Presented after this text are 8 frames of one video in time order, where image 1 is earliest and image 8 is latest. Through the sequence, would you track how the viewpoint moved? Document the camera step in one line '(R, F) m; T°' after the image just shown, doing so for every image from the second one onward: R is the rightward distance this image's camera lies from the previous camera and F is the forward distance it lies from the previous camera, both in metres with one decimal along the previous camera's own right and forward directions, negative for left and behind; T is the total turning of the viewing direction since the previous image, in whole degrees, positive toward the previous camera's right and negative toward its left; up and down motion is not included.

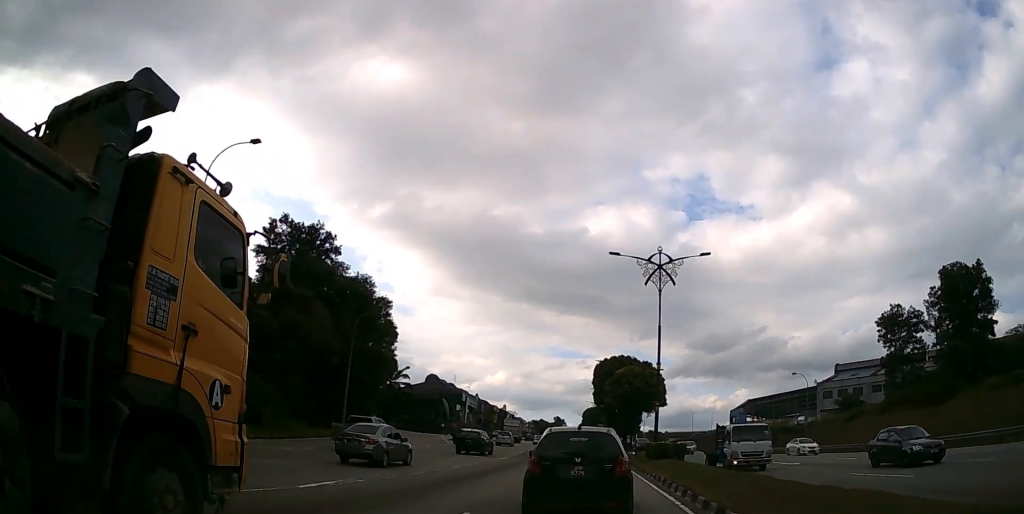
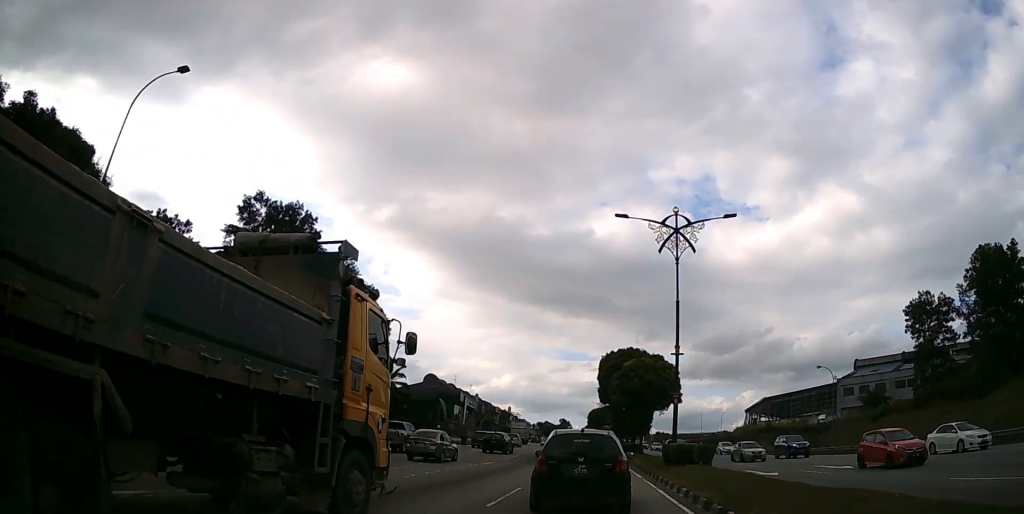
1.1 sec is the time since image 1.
(0.0, +6.0) m; 0°
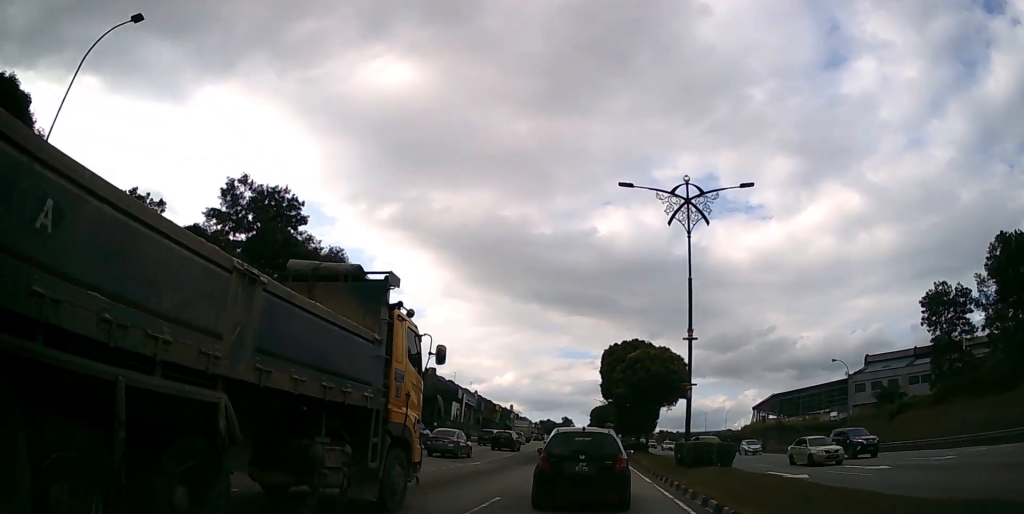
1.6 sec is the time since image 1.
(0.0, +3.3) m; 0°
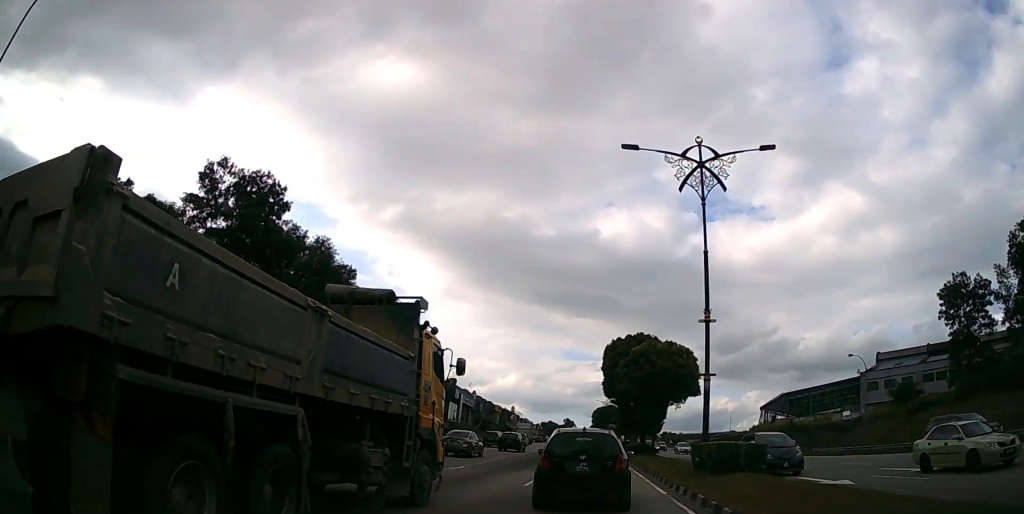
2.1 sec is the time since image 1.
(0.0, +3.7) m; -1°
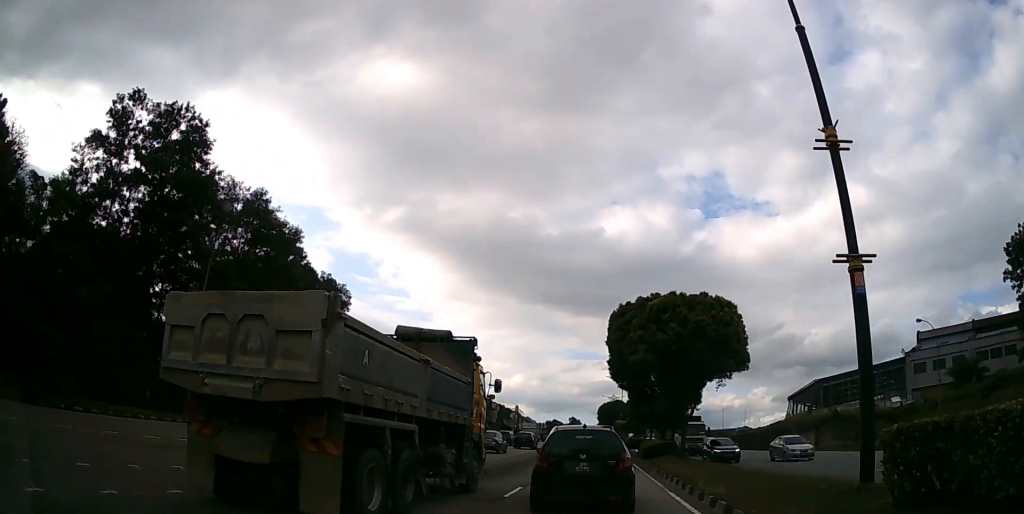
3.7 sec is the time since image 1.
(-0.2, +11.7) m; -1°
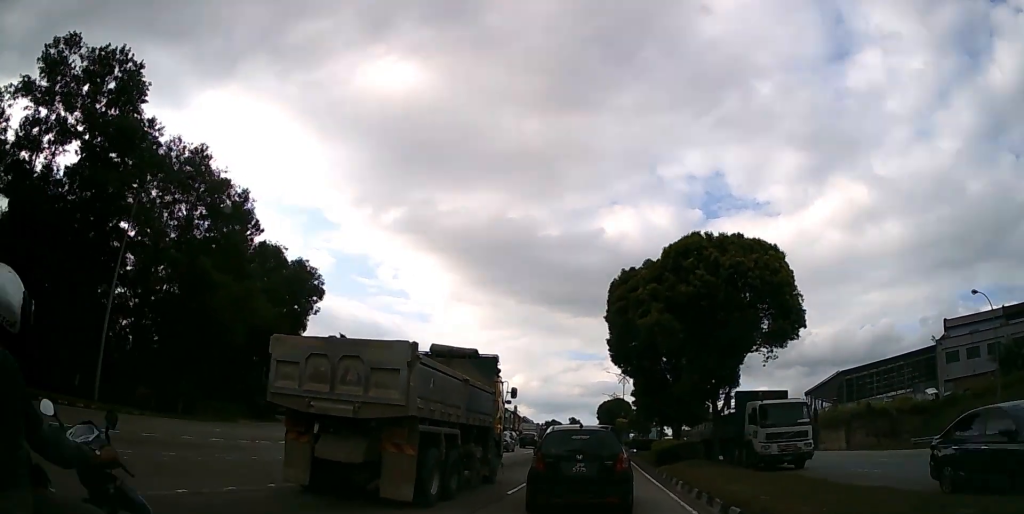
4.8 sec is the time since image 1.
(0.0, +7.9) m; 0°
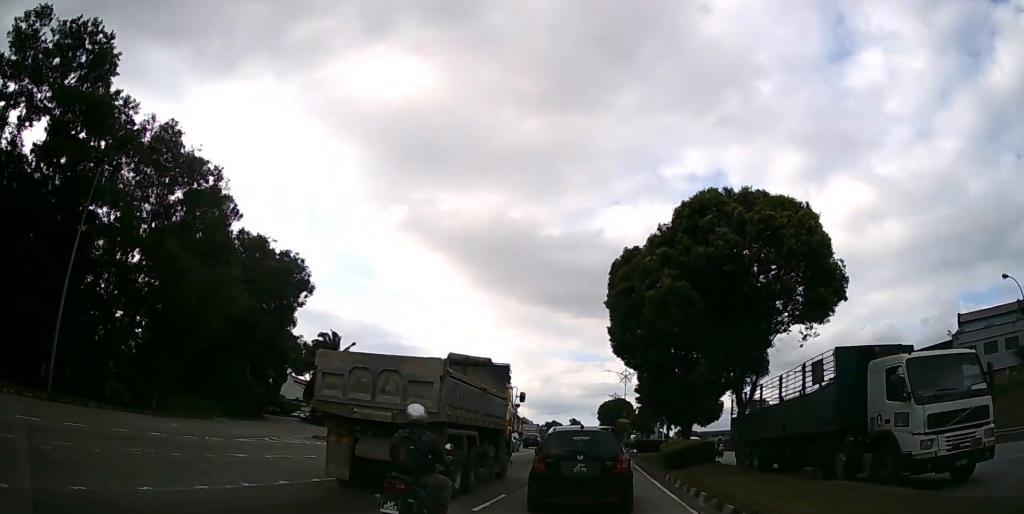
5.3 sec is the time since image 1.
(0.0, +3.7) m; 0°
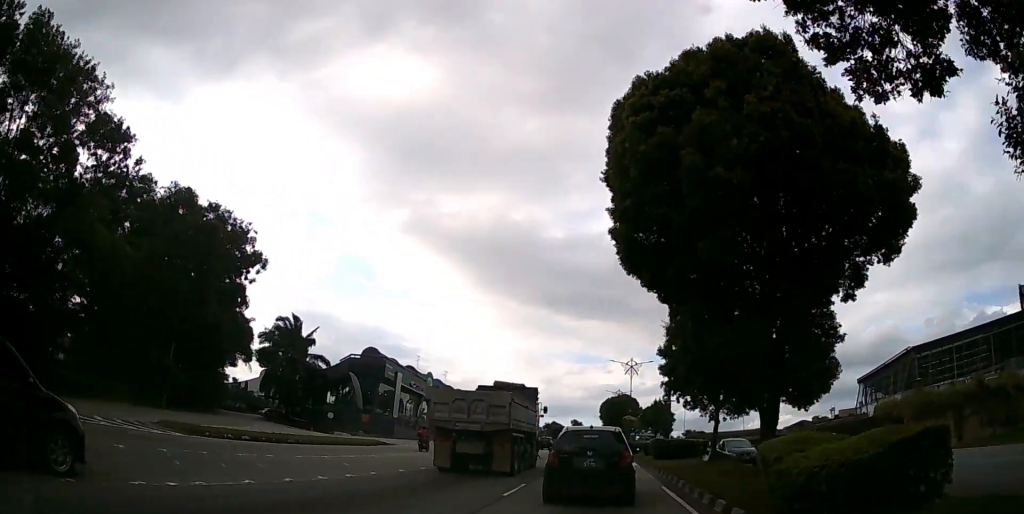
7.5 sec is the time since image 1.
(-0.1, +14.1) m; -1°
